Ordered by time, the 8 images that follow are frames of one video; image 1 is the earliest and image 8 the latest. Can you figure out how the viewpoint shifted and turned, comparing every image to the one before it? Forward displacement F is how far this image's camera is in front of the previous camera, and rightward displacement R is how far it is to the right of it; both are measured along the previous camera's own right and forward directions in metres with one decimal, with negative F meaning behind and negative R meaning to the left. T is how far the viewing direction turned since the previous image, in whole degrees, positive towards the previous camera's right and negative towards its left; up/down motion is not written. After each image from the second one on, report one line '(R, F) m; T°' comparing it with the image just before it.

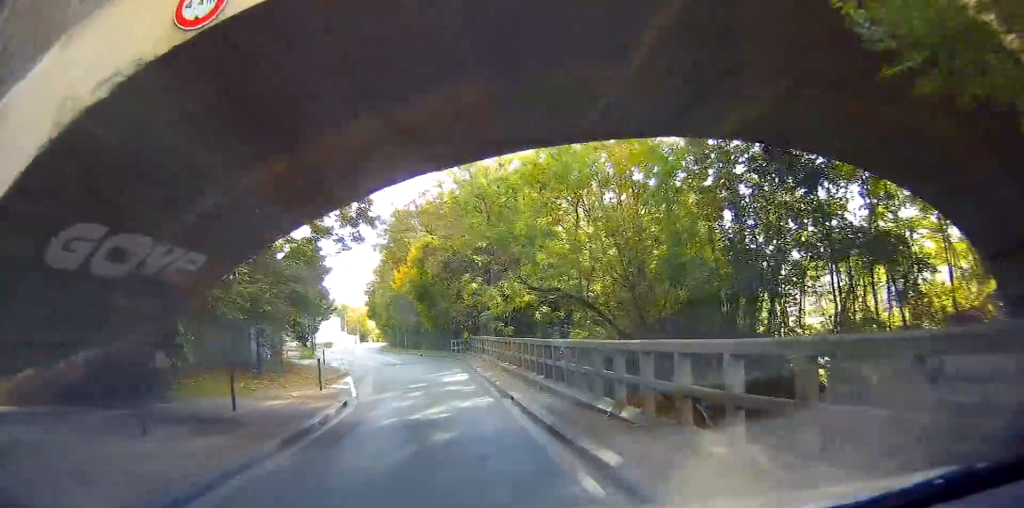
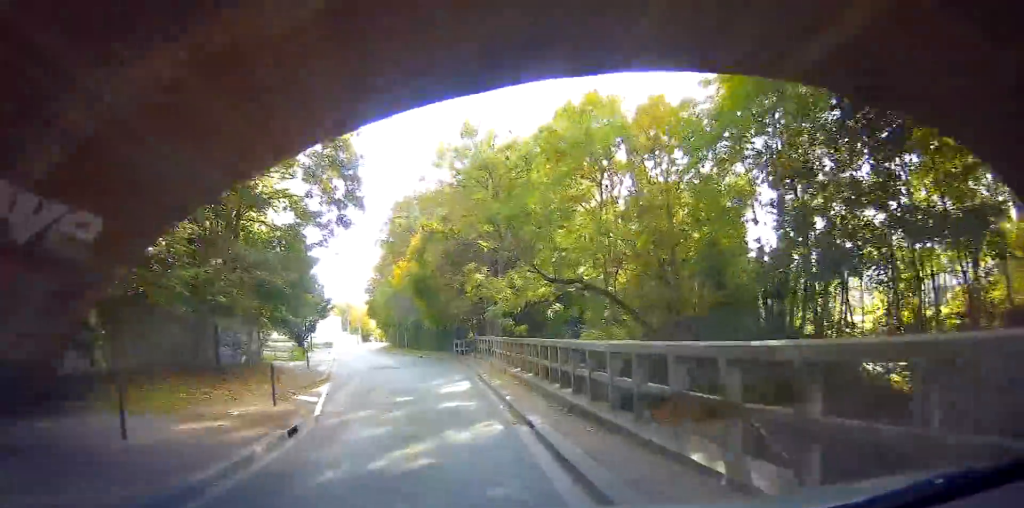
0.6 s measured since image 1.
(-0.1, +4.4) m; -1°
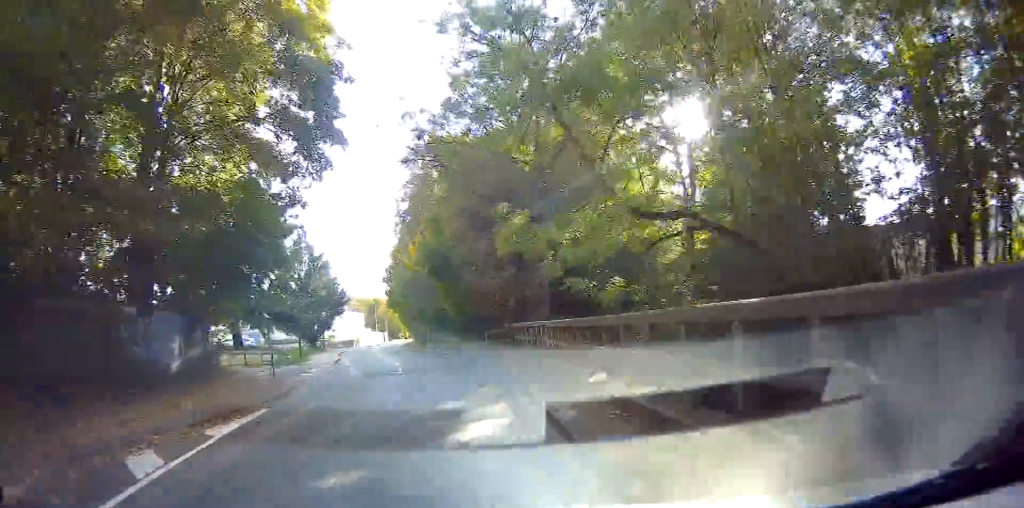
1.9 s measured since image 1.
(-0.1, +9.1) m; -3°
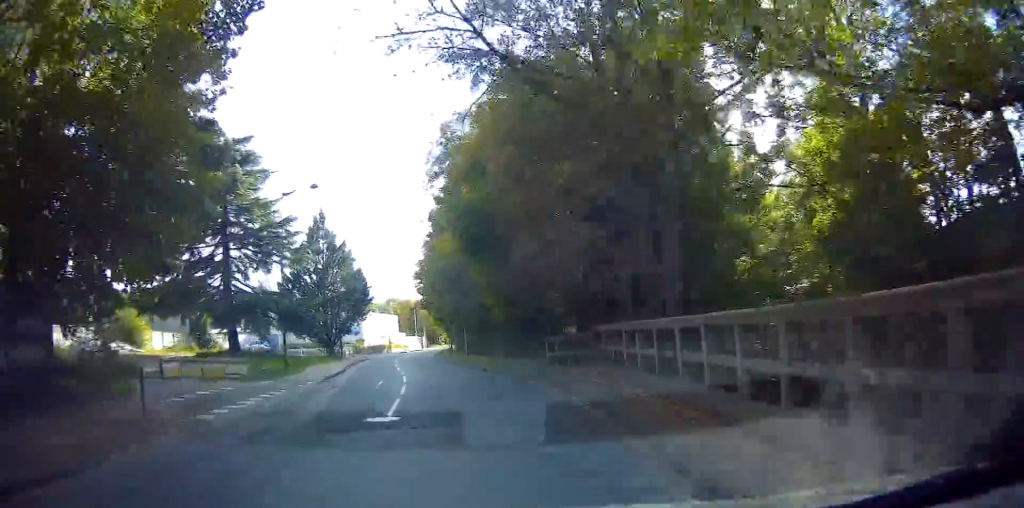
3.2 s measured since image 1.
(-0.3, +10.6) m; -1°
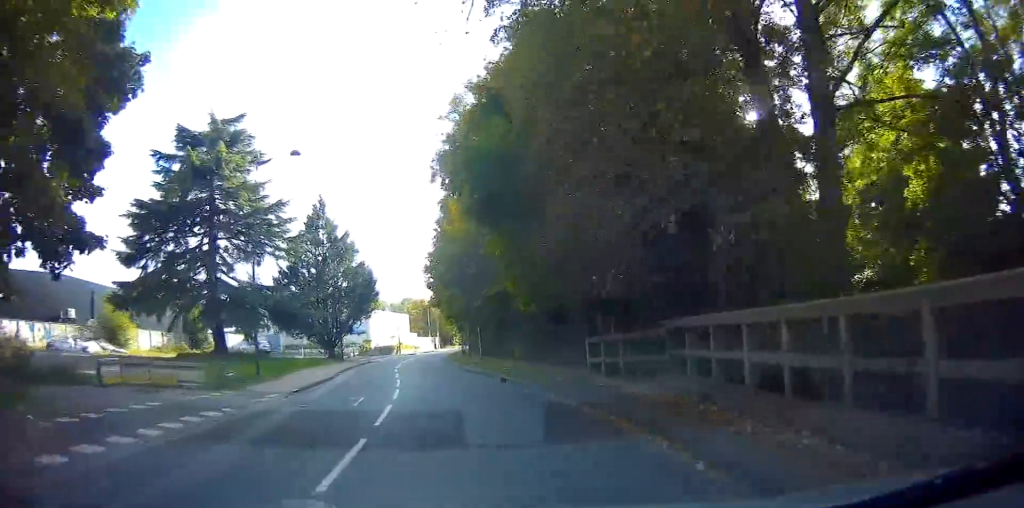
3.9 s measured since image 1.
(0.0, +5.4) m; -1°
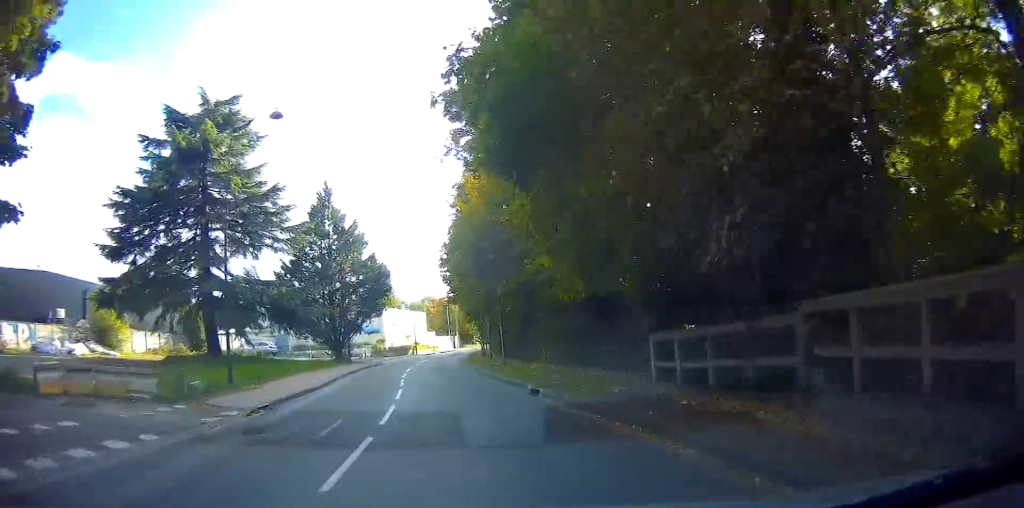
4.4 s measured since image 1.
(0.0, +4.4) m; -1°
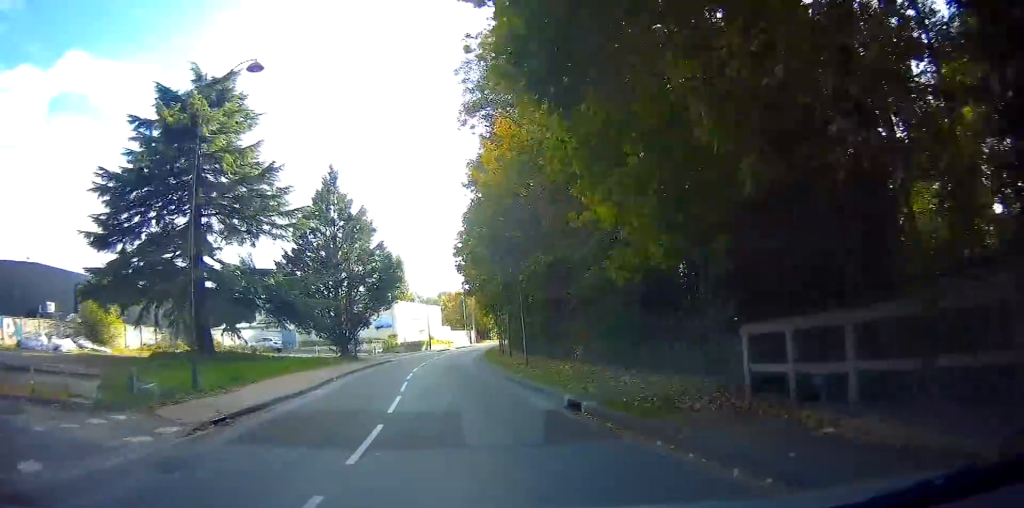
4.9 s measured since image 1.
(-0.1, +3.5) m; -2°
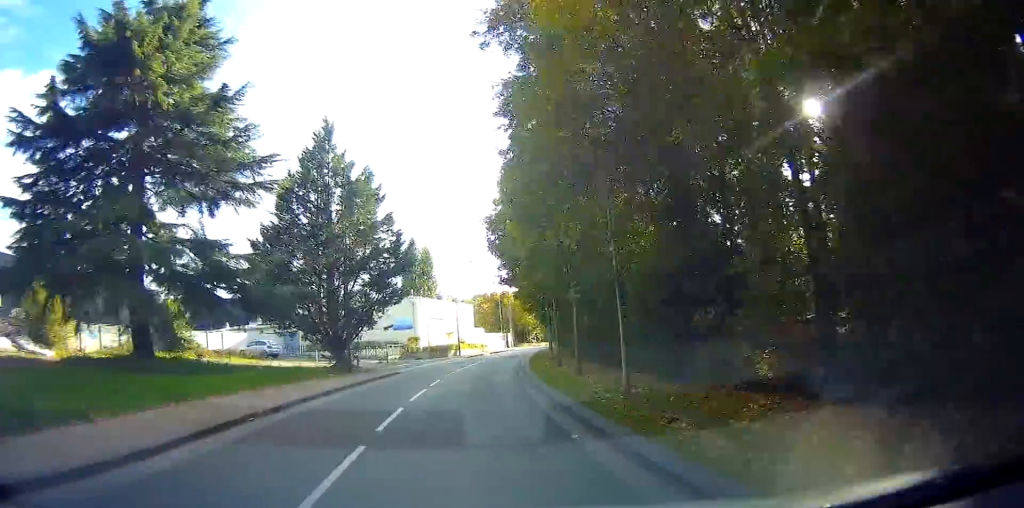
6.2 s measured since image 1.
(-0.6, +10.5) m; -5°
